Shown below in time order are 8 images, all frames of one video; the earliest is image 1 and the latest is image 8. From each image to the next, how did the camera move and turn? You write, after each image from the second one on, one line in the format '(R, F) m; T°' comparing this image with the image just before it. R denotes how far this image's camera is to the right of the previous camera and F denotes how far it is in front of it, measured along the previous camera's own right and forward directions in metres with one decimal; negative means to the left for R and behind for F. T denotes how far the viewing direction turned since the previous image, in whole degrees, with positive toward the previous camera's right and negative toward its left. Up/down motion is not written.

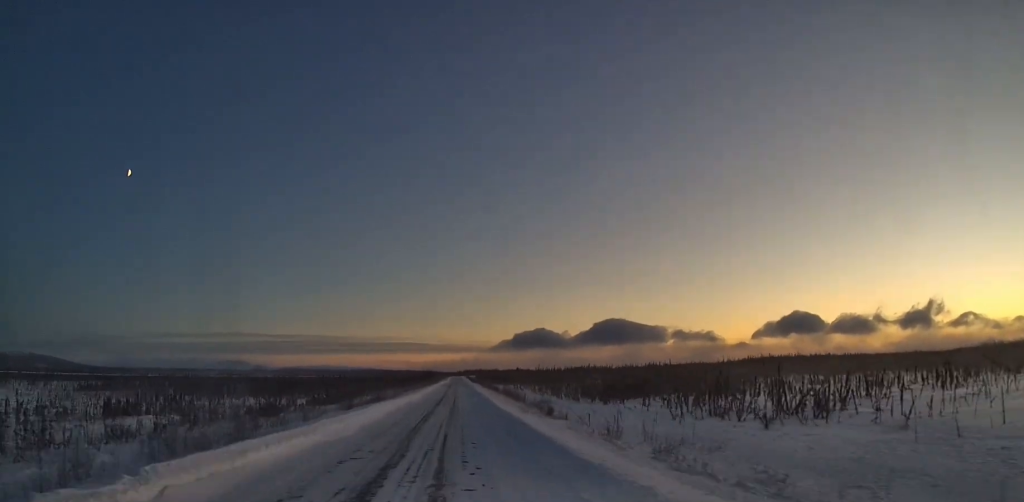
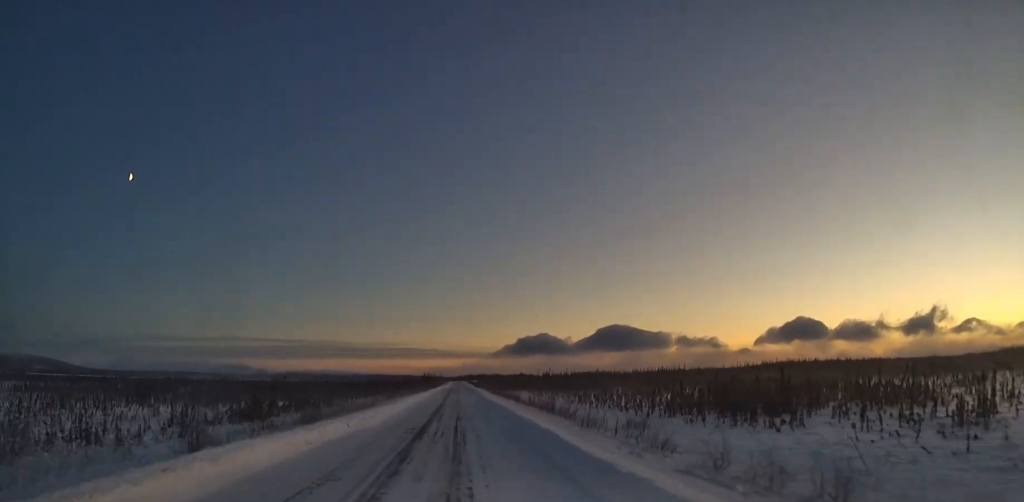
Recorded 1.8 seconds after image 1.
(+0.2, +40.5) m; 0°
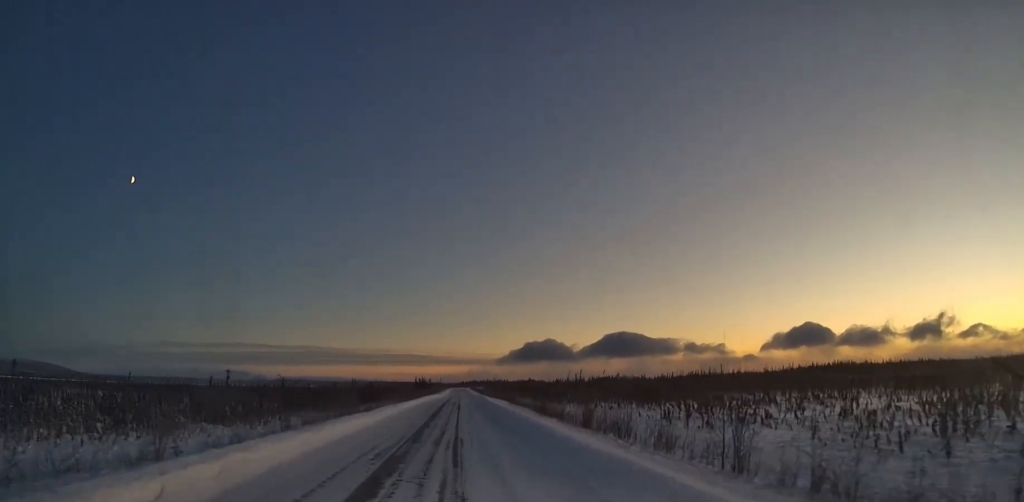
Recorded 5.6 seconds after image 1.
(-0.2, +89.6) m; 0°
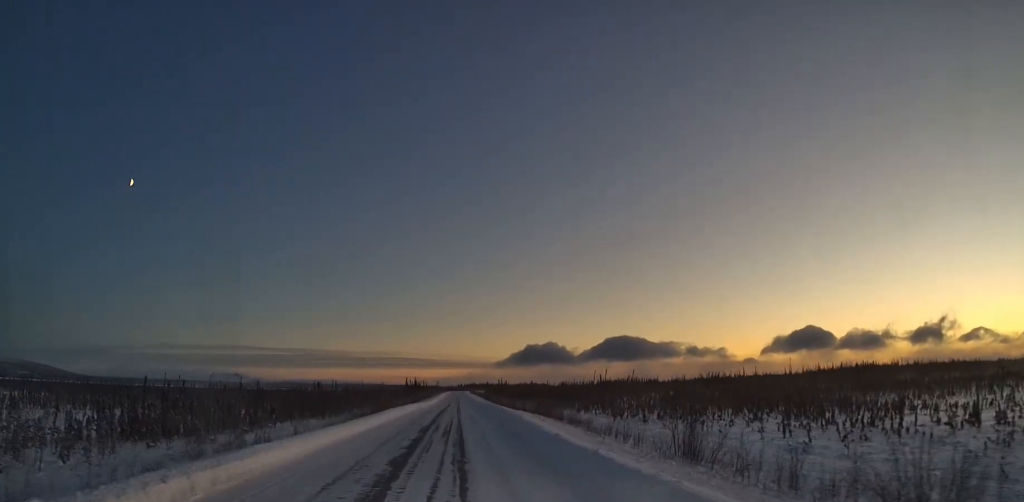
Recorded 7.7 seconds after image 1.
(-0.2, +49.0) m; 0°
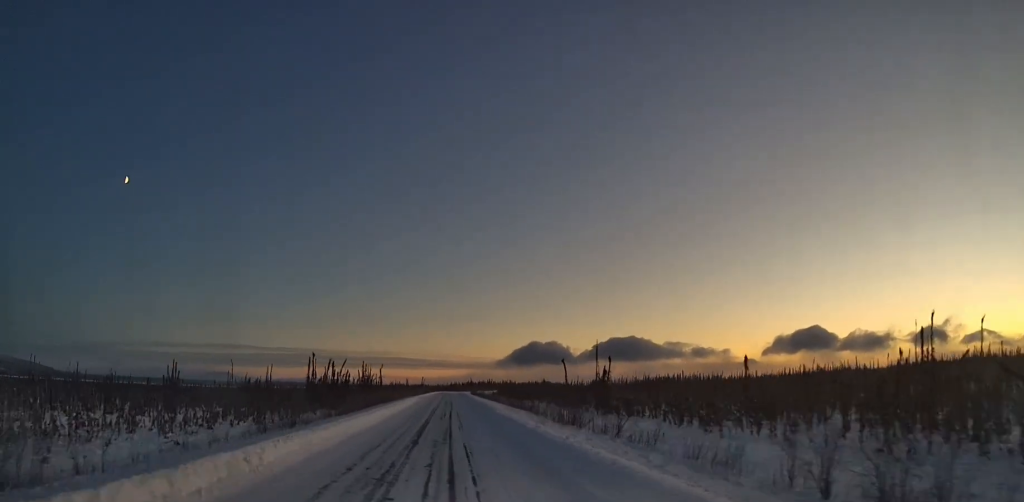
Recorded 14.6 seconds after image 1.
(0.0, +162.9) m; 0°
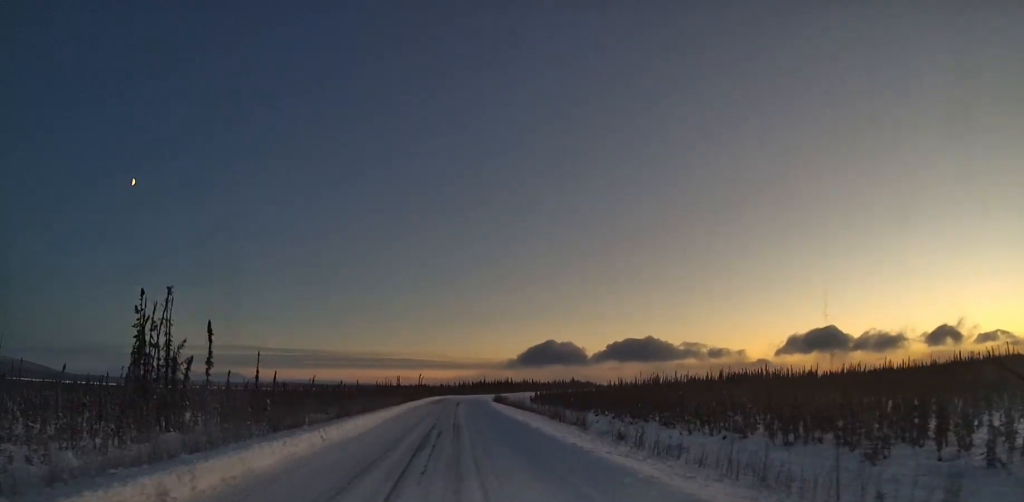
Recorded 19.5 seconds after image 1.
(+0.3, +117.6) m; 0°
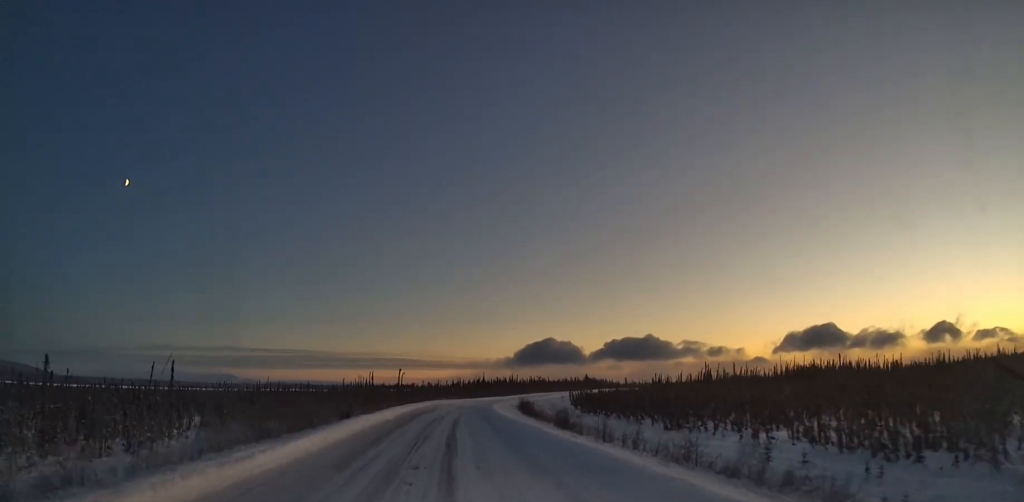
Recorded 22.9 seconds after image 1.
(-0.3, +79.6) m; +1°
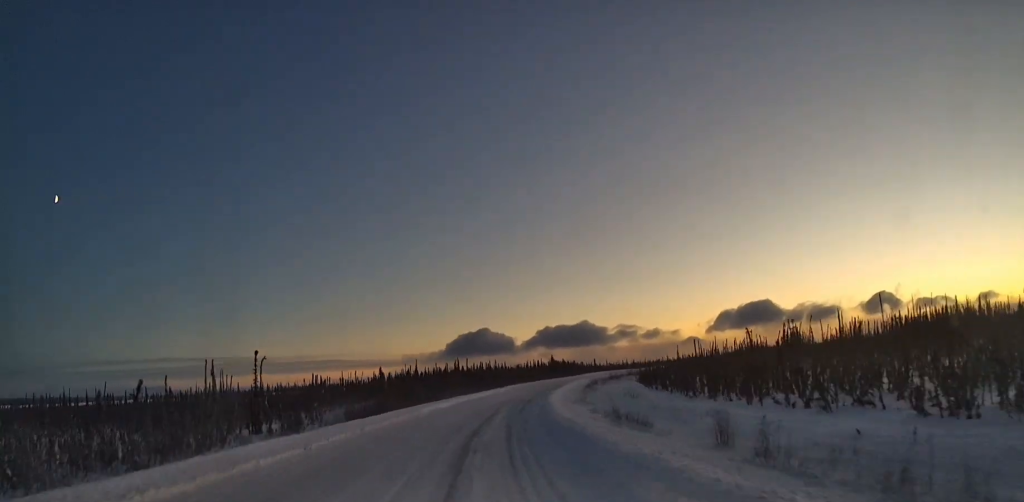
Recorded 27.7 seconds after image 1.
(+3.0, +113.8) m; +7°
